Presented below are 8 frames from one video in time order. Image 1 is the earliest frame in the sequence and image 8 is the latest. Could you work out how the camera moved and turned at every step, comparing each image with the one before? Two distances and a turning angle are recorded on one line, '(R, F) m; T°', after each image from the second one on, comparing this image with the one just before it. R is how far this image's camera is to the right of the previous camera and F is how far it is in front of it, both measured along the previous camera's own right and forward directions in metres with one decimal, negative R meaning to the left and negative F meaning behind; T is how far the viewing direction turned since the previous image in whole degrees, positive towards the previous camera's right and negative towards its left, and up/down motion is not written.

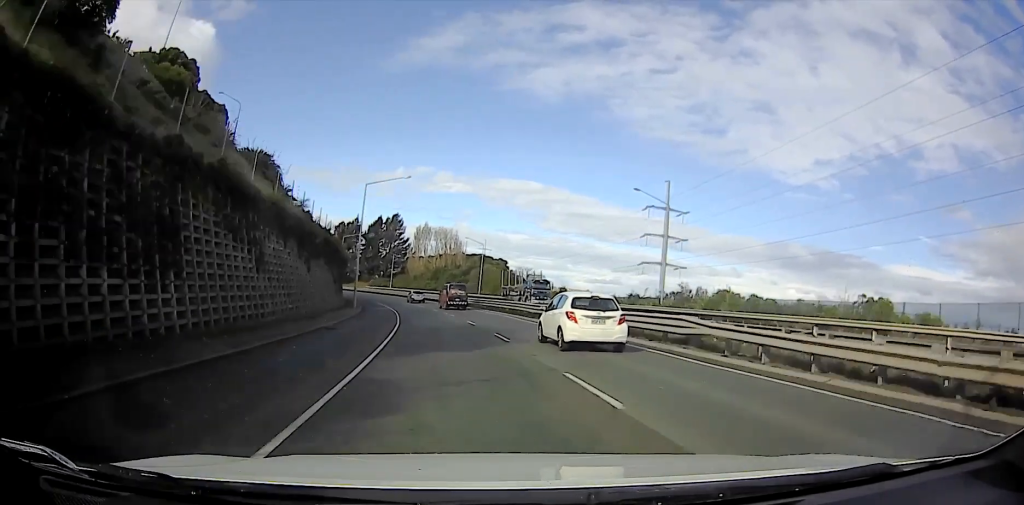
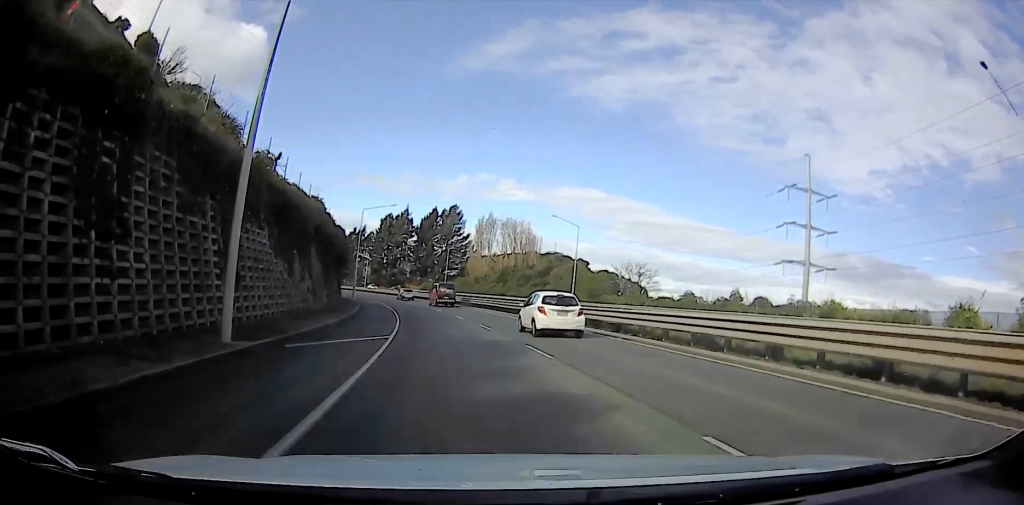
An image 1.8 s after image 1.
(+0.9, +34.7) m; +1°
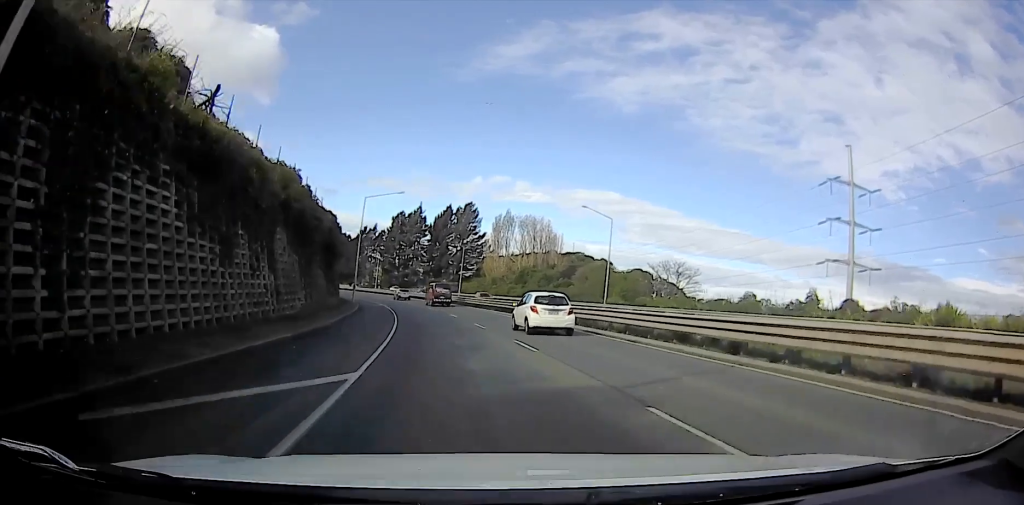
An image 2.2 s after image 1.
(+0.1, +8.6) m; -1°
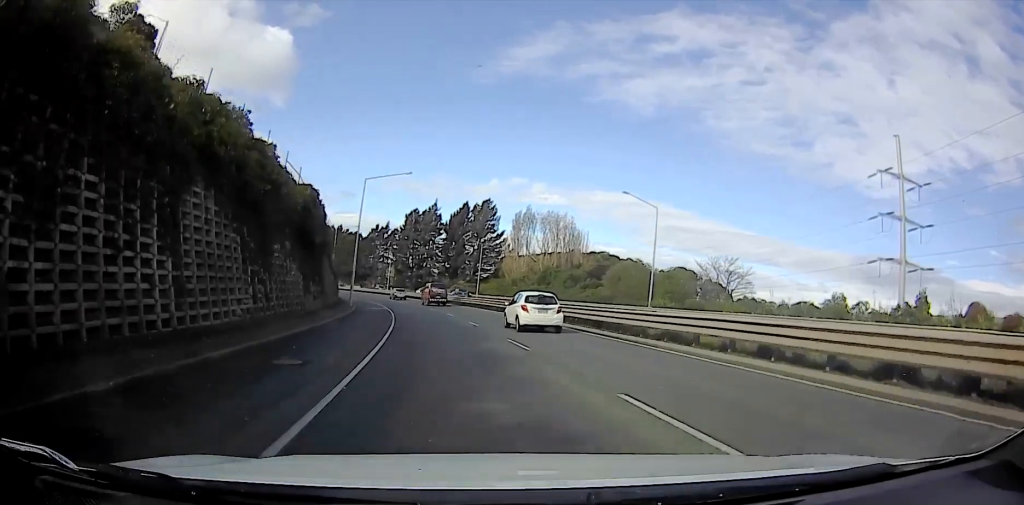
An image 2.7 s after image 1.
(-0.1, +9.3) m; +1°
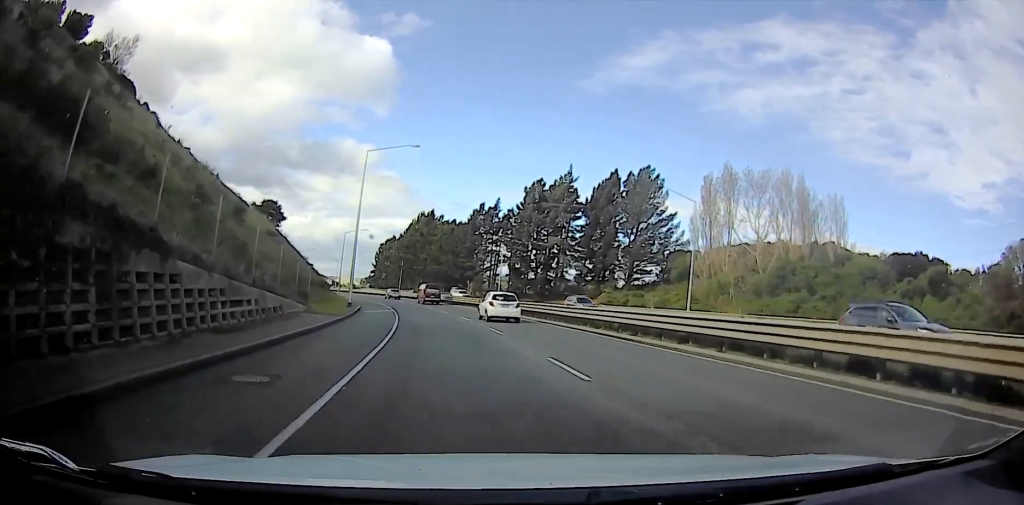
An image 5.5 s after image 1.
(+4.3, +55.0) m; +7°
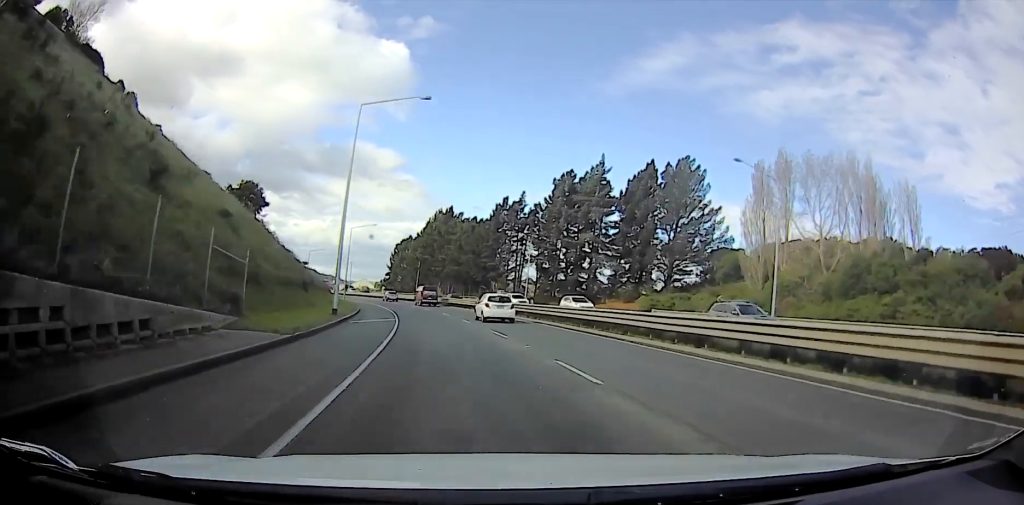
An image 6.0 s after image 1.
(0.0, +10.0) m; 0°
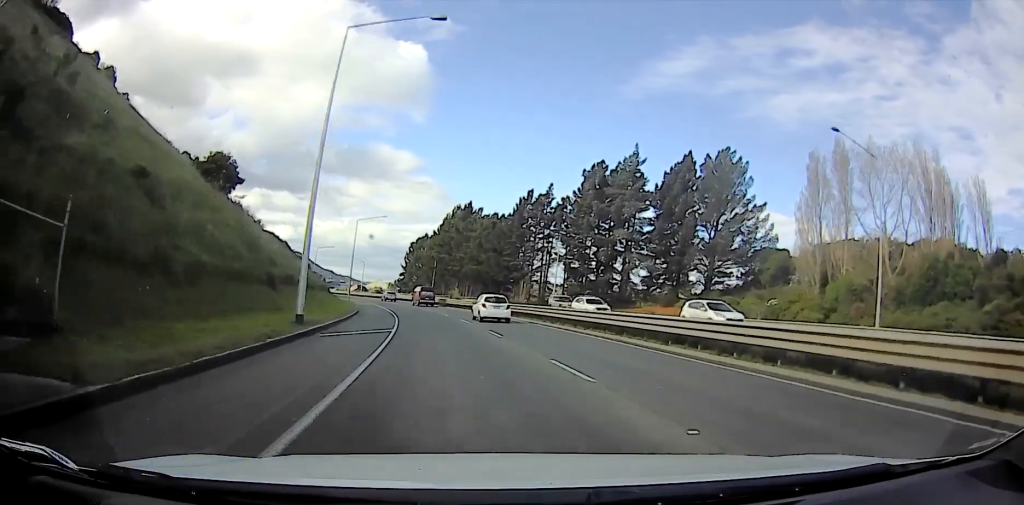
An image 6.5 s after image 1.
(0.0, +8.7) m; -1°
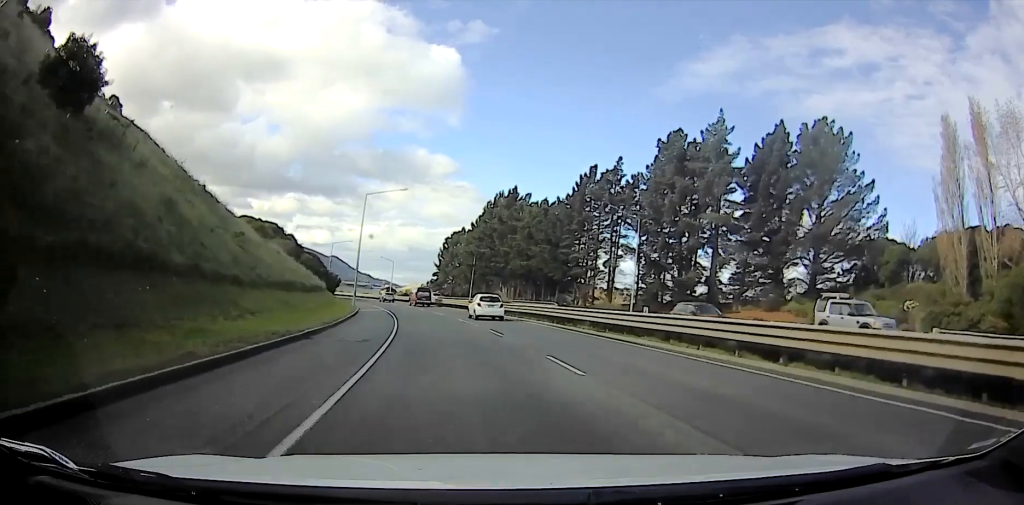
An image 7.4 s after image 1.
(-0.2, +17.2) m; -3°
